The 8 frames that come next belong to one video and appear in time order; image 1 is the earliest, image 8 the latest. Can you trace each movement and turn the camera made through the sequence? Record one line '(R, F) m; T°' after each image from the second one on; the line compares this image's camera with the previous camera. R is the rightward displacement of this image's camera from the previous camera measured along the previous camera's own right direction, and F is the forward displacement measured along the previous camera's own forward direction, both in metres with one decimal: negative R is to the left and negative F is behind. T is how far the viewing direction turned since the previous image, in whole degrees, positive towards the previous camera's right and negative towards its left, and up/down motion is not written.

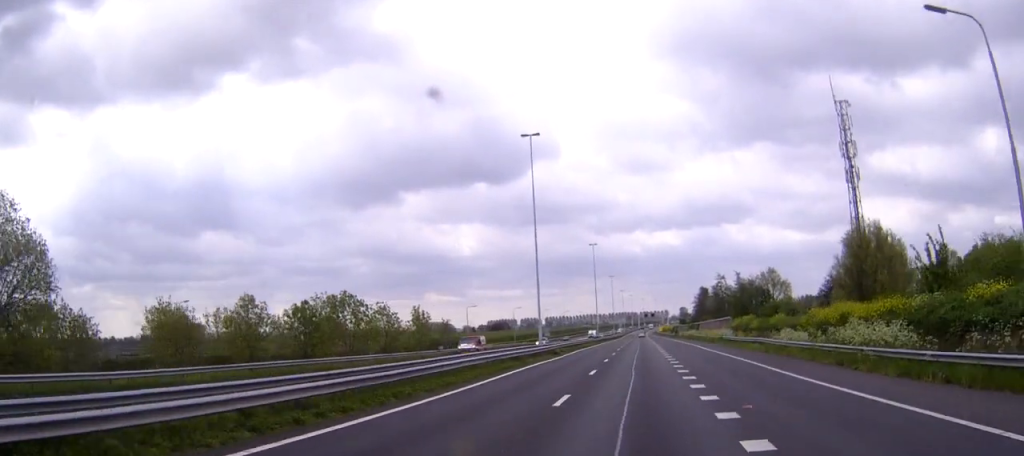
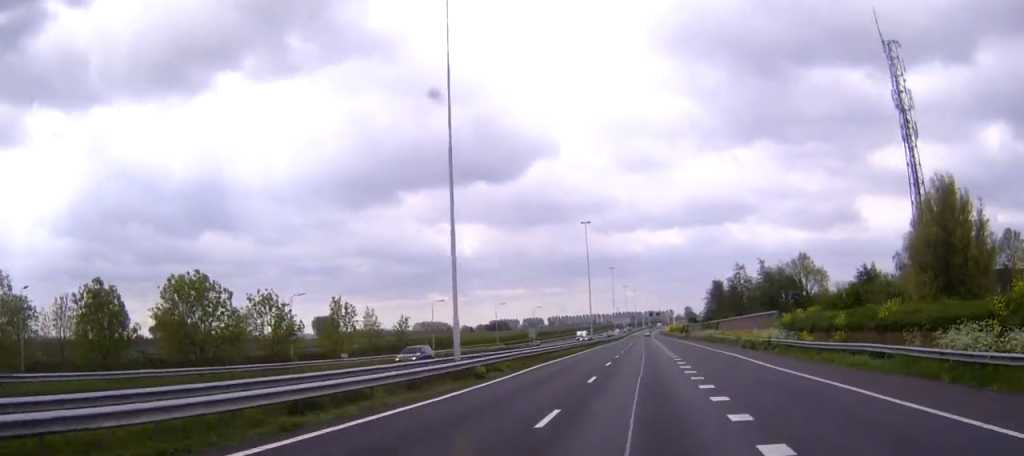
(-0.1, +28.3) m; 0°
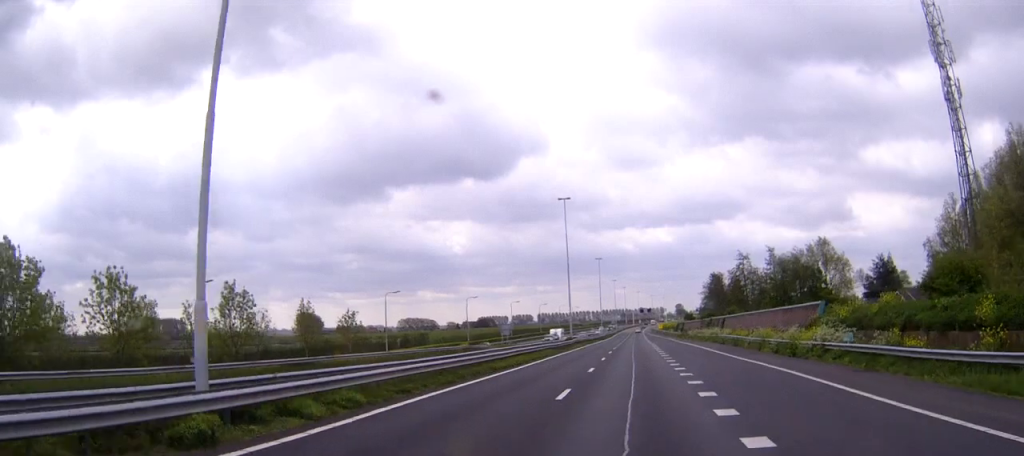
(+0.1, +19.0) m; 0°
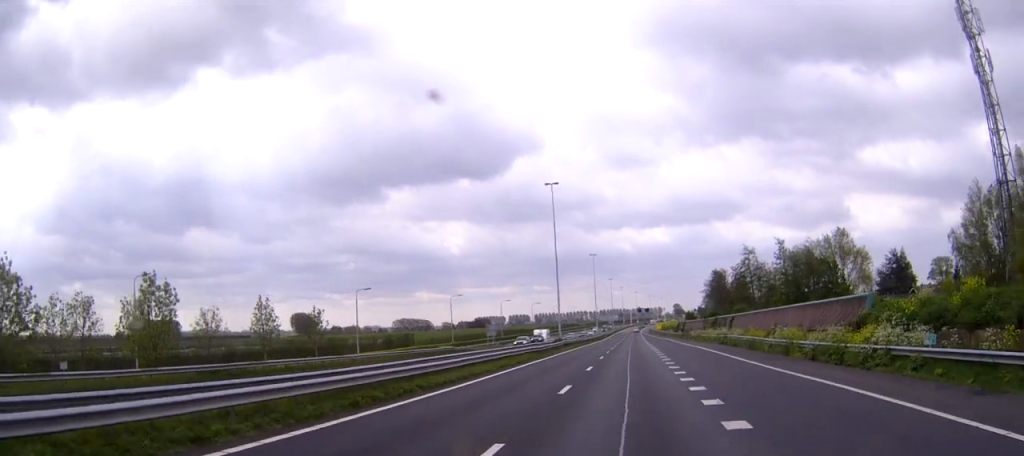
(0.0, +10.3) m; 0°
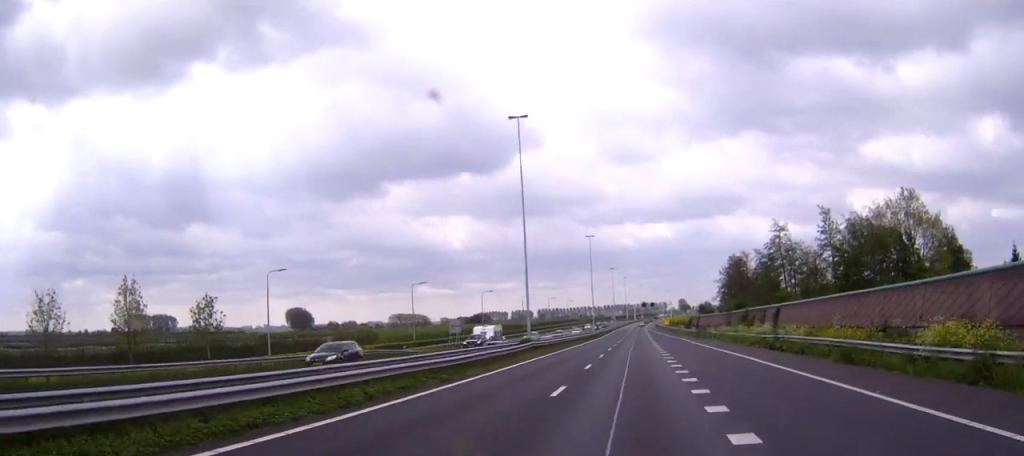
(-0.1, +25.4) m; 0°
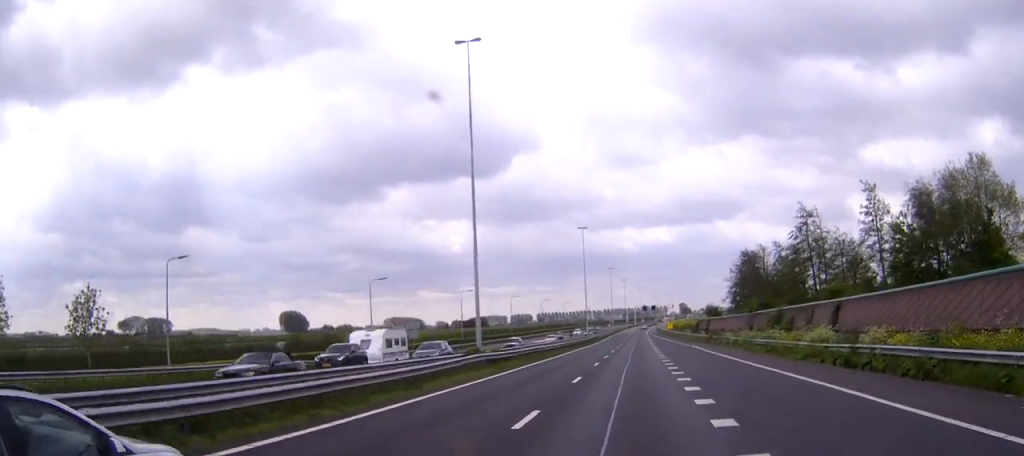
(0.0, +17.5) m; 0°
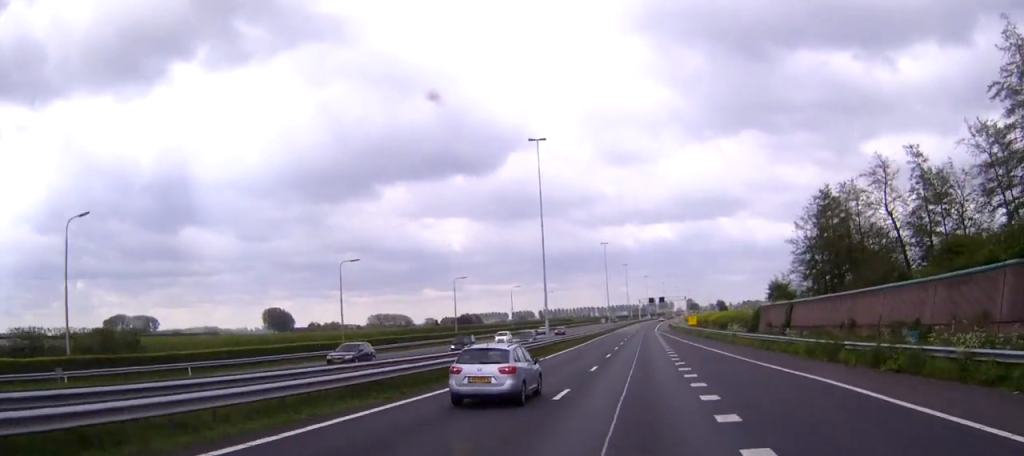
(-0.1, +55.2) m; 0°
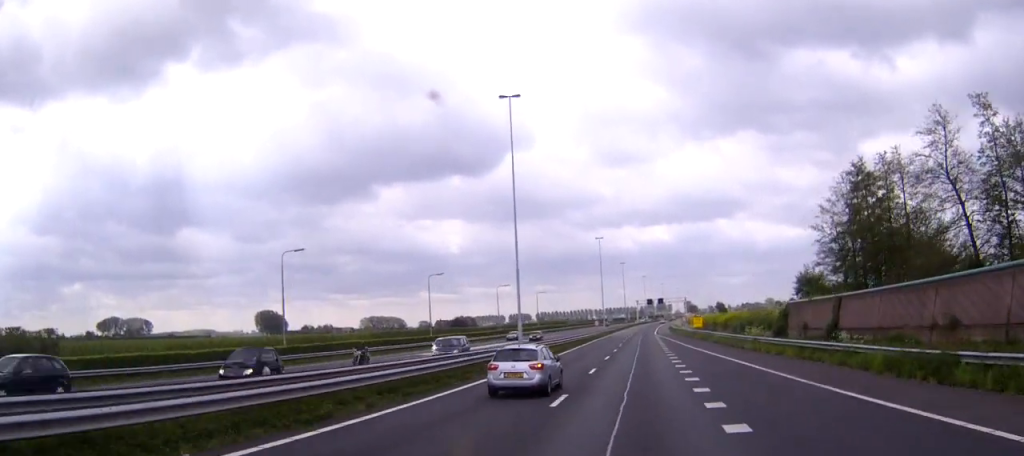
(0.0, +12.8) m; 0°
